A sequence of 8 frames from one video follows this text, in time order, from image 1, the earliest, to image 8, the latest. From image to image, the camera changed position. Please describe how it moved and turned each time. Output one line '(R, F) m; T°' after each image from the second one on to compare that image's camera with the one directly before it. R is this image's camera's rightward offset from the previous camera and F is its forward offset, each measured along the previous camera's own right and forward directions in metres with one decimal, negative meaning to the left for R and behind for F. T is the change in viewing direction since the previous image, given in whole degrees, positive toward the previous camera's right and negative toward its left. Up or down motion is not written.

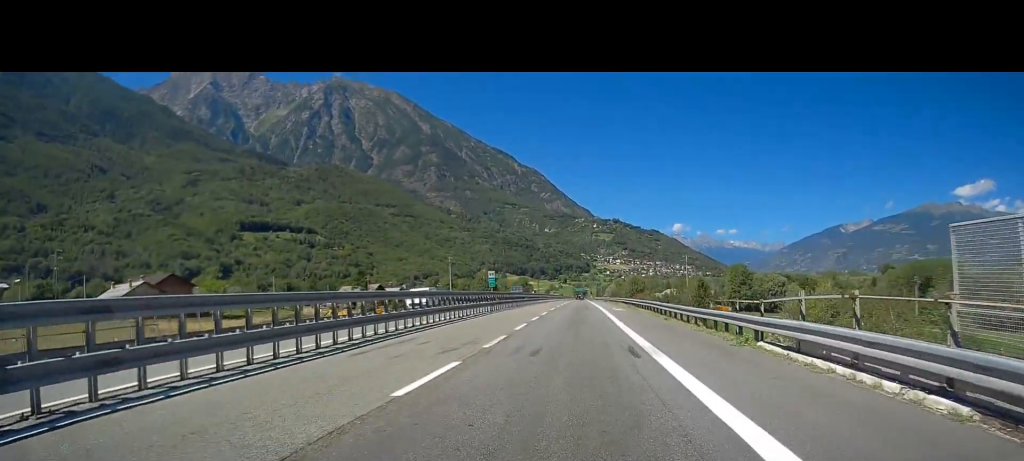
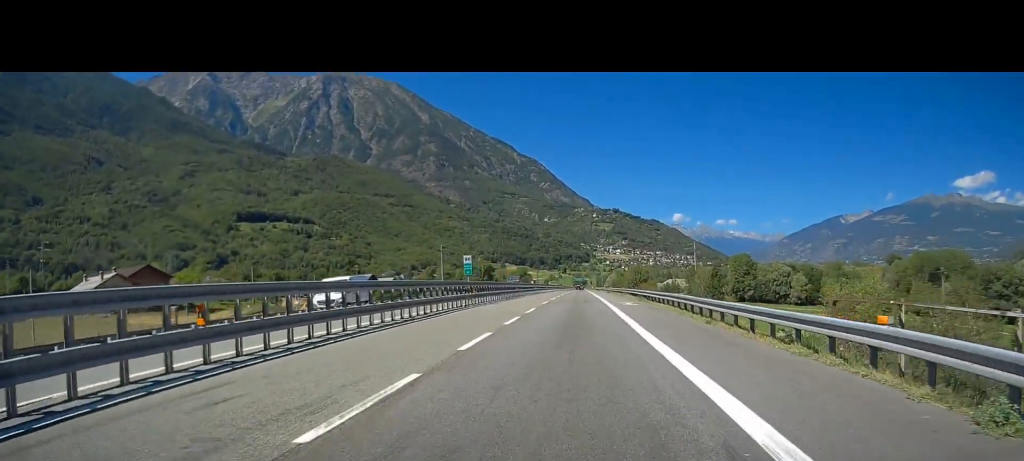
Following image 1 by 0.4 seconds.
(+0.1, +10.7) m; 0°
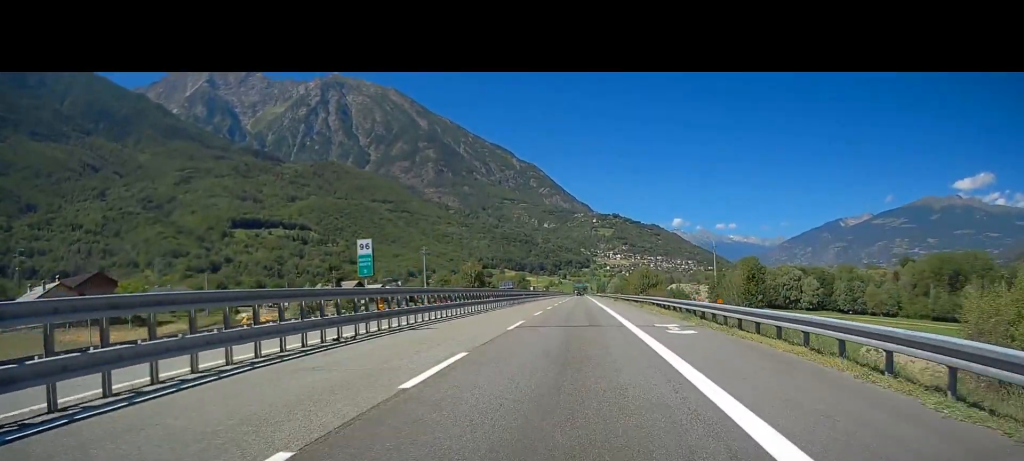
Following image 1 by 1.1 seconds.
(0.0, +19.6) m; 0°
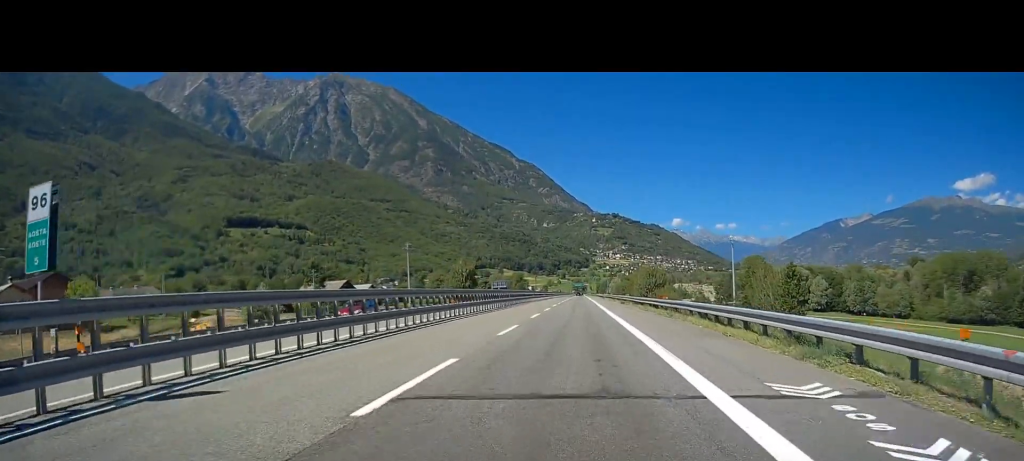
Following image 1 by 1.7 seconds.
(0.0, +14.2) m; 0°
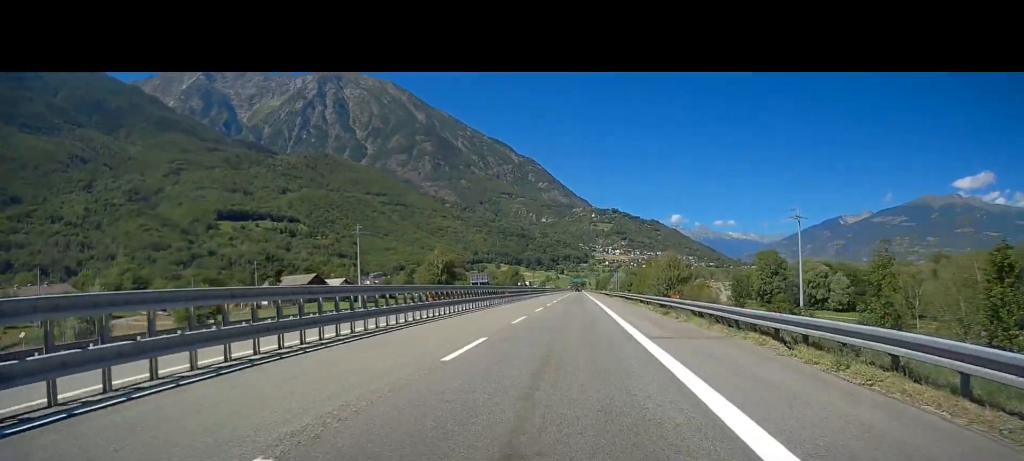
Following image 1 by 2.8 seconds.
(-0.2, +31.2) m; -1°
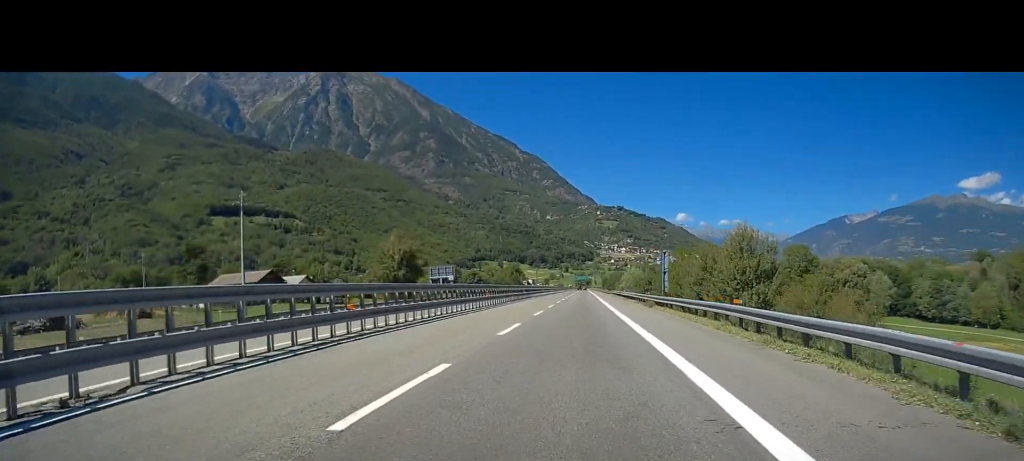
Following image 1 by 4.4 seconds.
(+0.1, +42.1) m; 0°
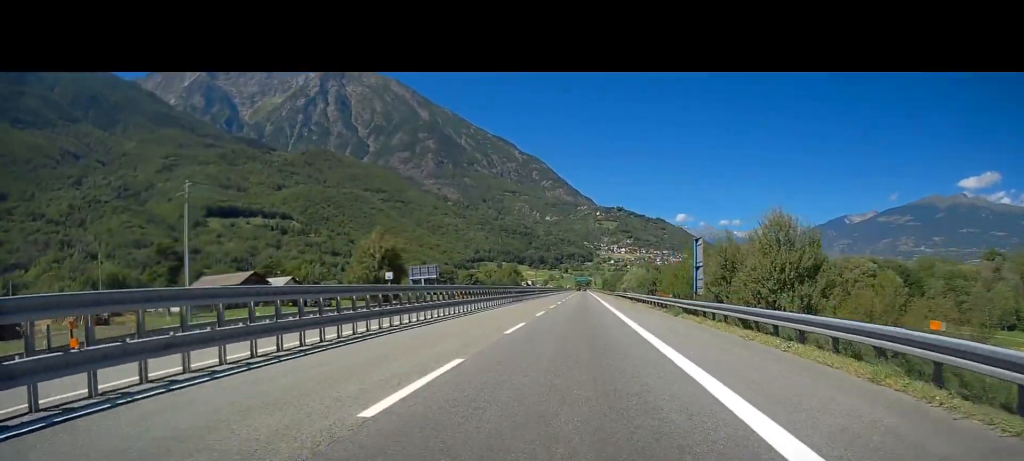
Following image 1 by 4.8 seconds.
(-0.1, +11.2) m; 0°
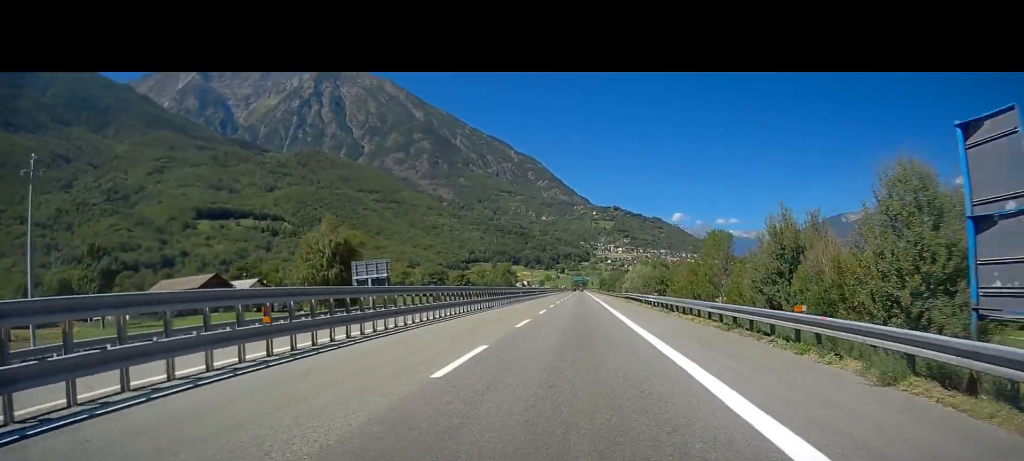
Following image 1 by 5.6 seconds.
(-0.1, +21.1) m; +1°
